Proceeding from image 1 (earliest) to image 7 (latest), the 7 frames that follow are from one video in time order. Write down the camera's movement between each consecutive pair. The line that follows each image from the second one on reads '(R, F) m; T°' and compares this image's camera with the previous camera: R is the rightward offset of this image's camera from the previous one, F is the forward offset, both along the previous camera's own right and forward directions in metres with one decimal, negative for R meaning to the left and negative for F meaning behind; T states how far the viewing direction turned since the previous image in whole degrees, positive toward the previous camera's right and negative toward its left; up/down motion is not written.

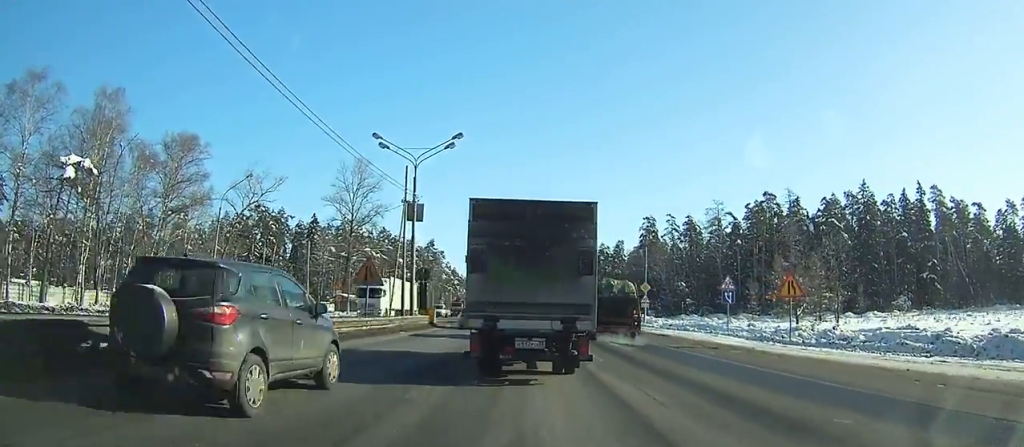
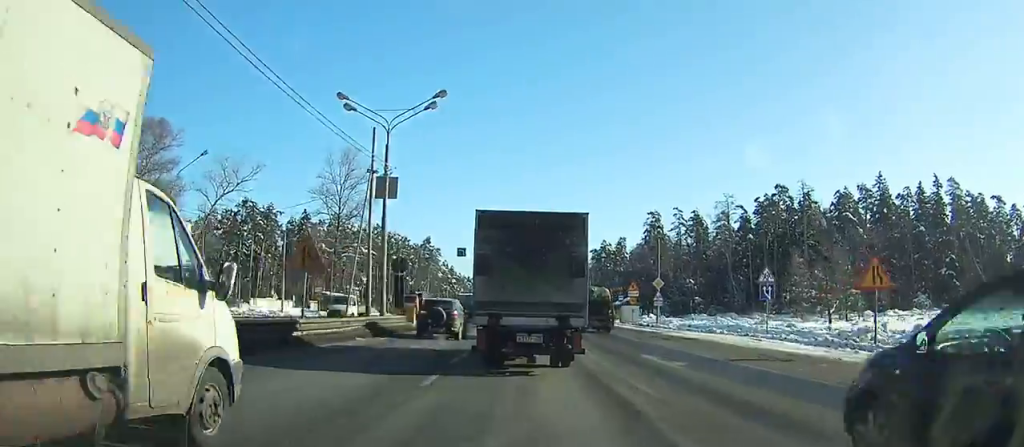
(+0.1, +6.4) m; -2°
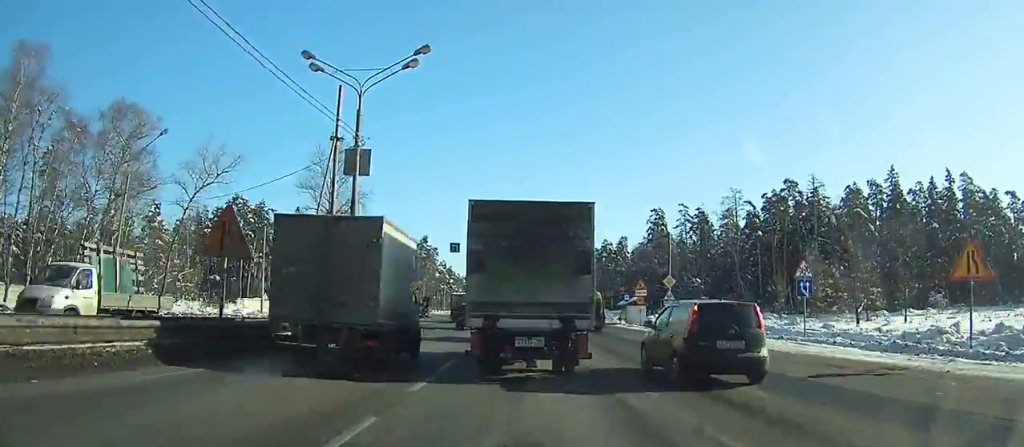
(-0.2, +3.5) m; +1°
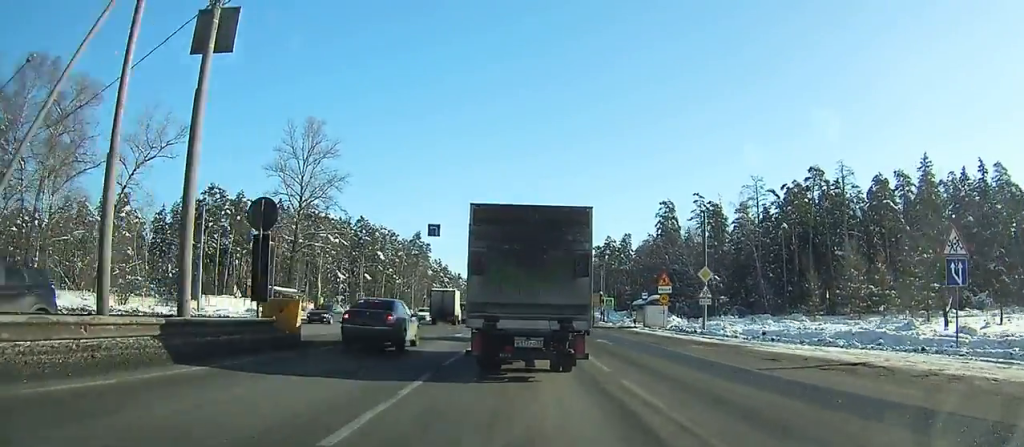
(+0.8, +13.8) m; +4°
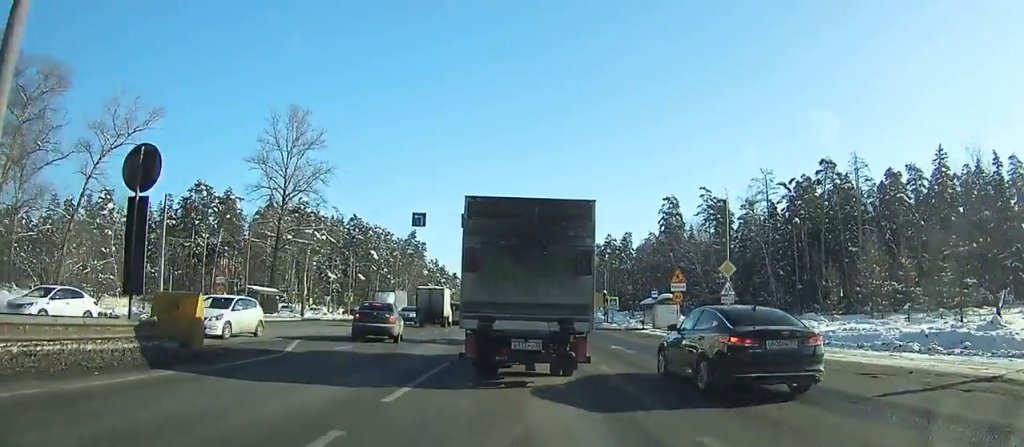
(-0.1, +4.8) m; -1°
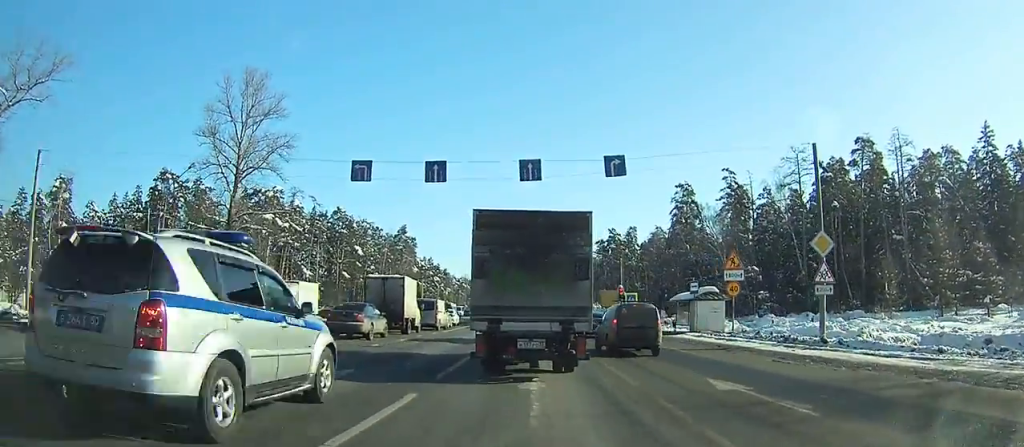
(0.0, +14.5) m; 0°
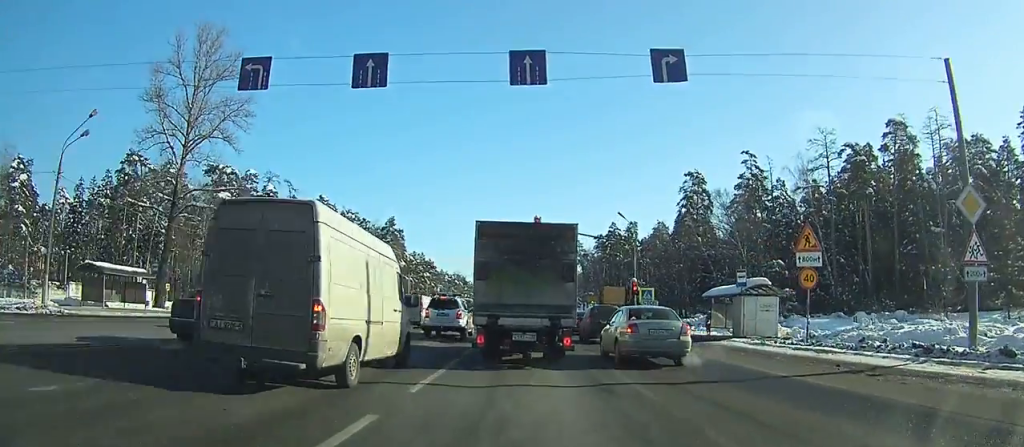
(-0.2, +8.5) m; -3°
